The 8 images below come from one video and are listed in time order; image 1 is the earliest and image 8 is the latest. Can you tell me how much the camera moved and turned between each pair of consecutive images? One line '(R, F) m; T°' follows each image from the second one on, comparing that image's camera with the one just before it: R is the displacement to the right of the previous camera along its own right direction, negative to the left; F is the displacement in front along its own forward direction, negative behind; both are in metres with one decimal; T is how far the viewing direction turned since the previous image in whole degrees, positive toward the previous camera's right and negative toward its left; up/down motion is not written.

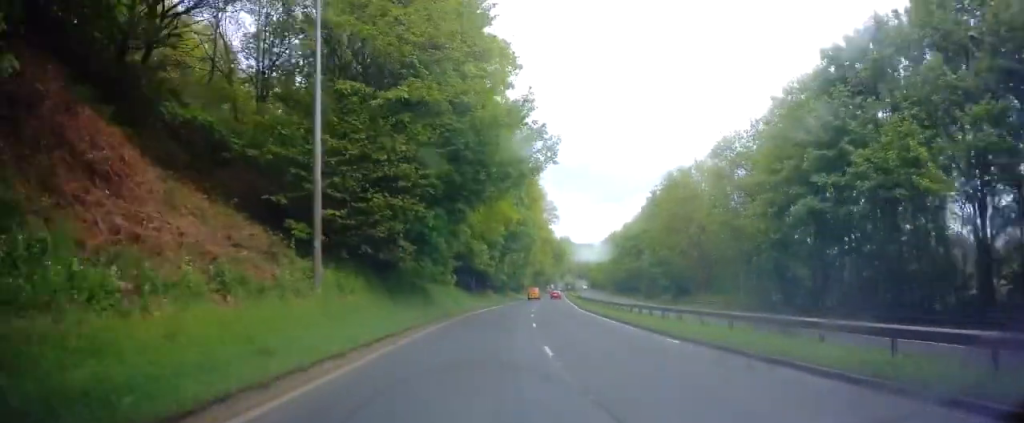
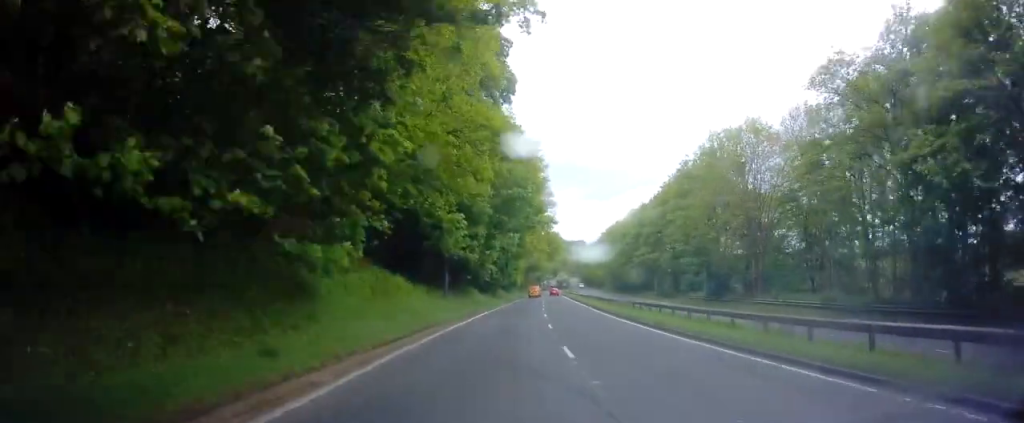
(+0.2, +18.3) m; +3°
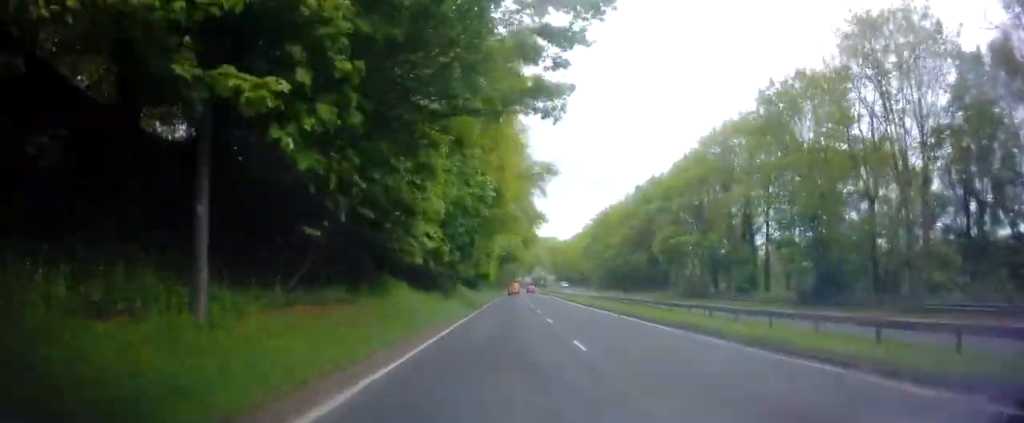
(+0.9, +26.9) m; +1°
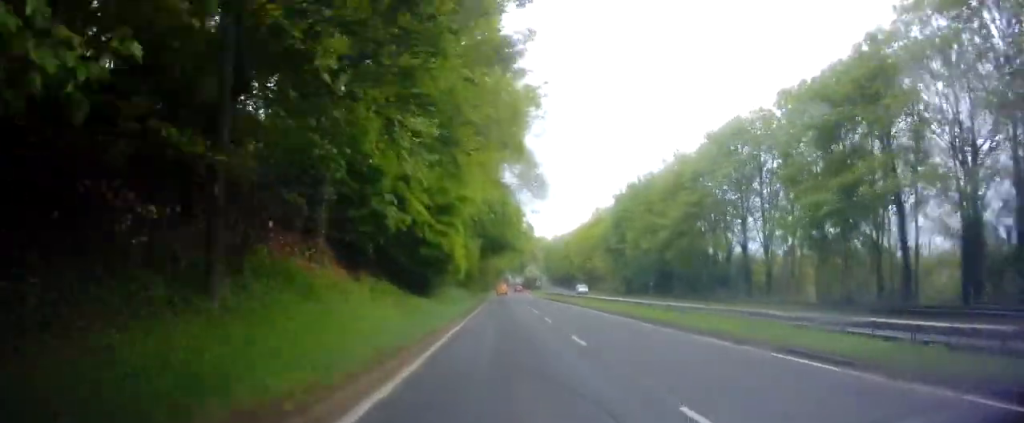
(-0.3, +36.0) m; 0°
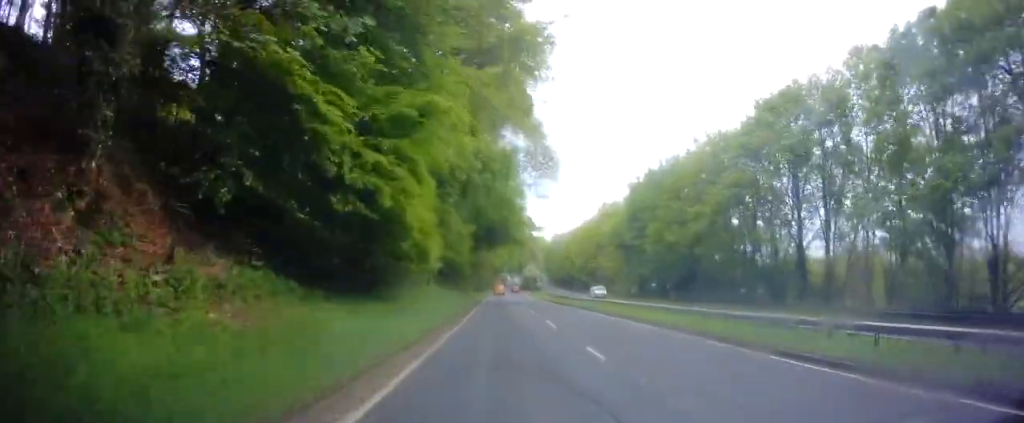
(+0.1, +11.8) m; 0°
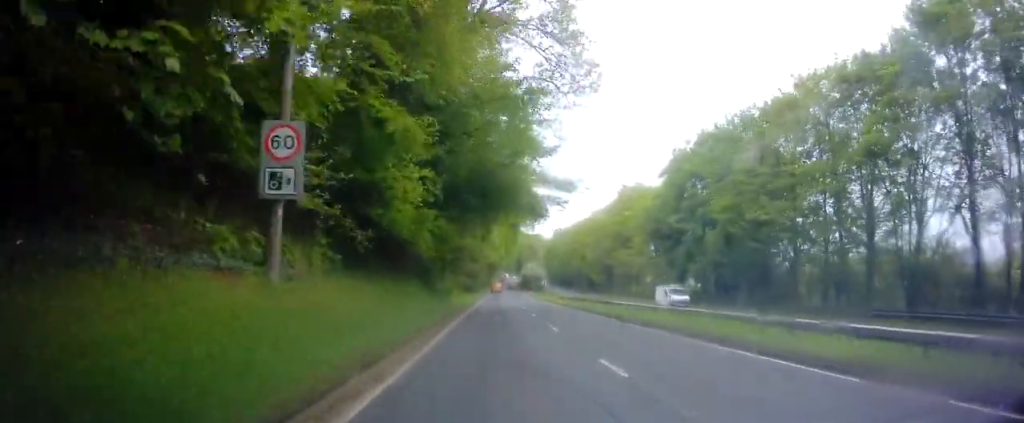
(+0.1, +20.4) m; 0°
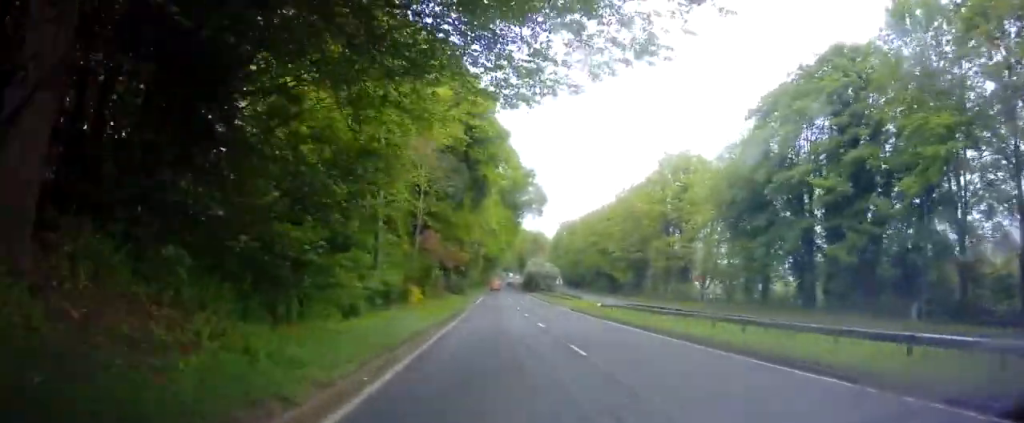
(0.0, +23.4) m; +1°
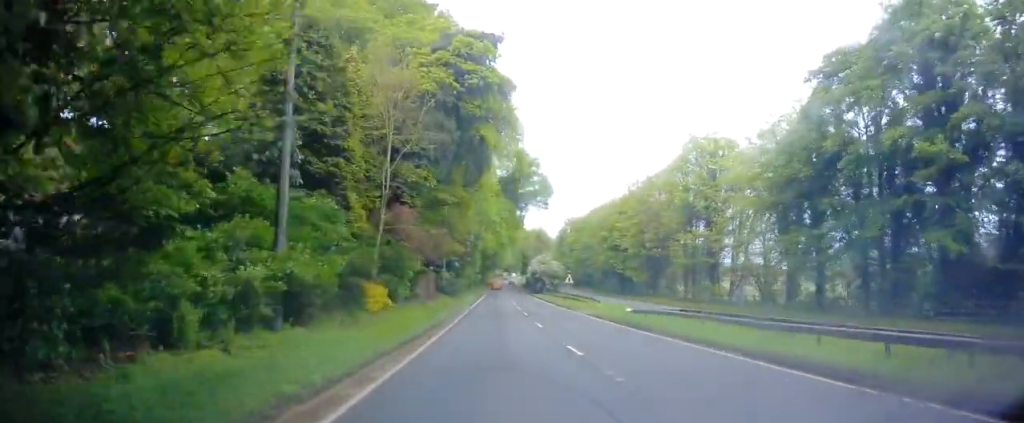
(0.0, +8.6) m; 0°
